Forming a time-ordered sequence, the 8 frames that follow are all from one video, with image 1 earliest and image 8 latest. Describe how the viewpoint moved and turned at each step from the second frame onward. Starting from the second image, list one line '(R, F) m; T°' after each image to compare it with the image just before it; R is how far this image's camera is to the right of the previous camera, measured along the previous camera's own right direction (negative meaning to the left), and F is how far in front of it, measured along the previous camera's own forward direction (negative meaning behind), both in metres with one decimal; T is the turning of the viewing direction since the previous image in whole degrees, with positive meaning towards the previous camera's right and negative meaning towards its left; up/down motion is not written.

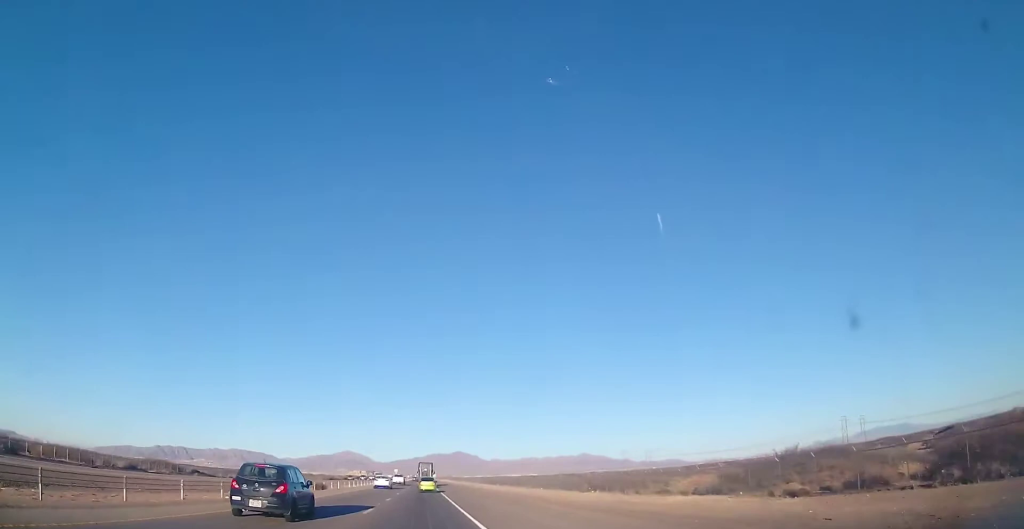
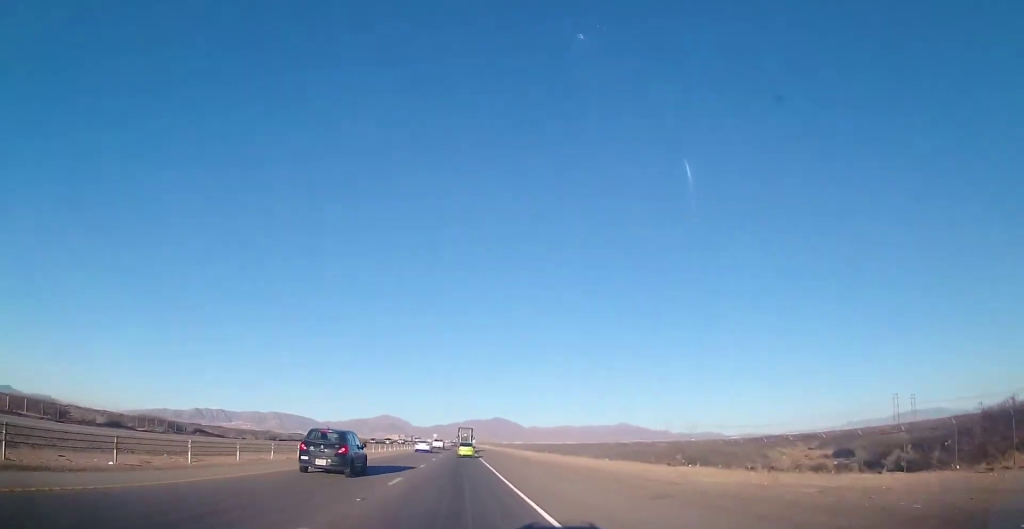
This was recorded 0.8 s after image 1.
(+0.3, +15.6) m; +1°
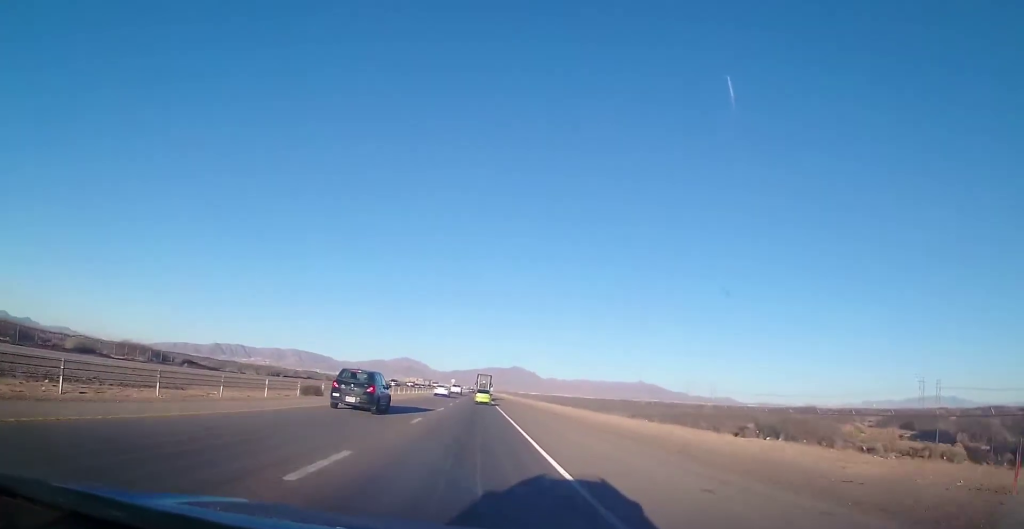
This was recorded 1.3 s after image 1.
(-0.1, +10.4) m; 0°
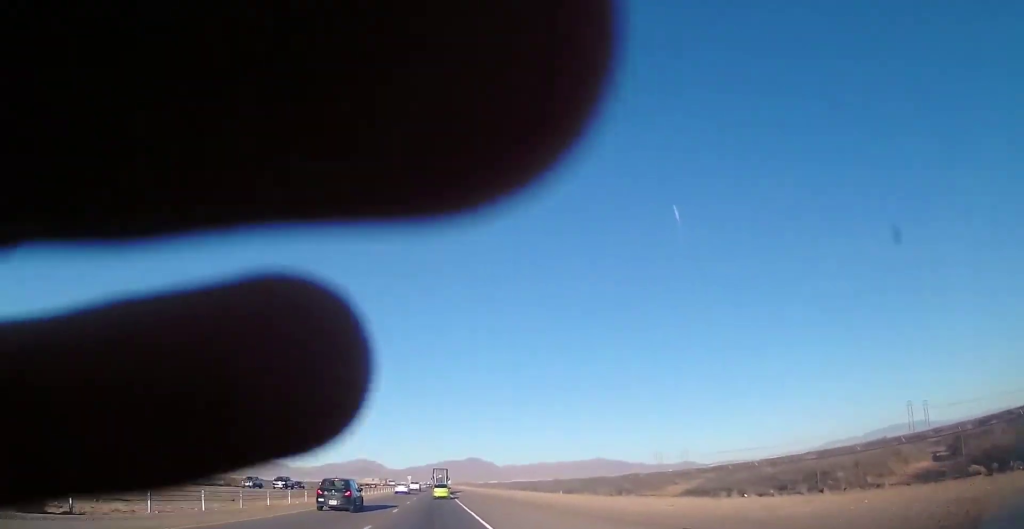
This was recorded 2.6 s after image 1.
(-0.1, +27.4) m; -1°
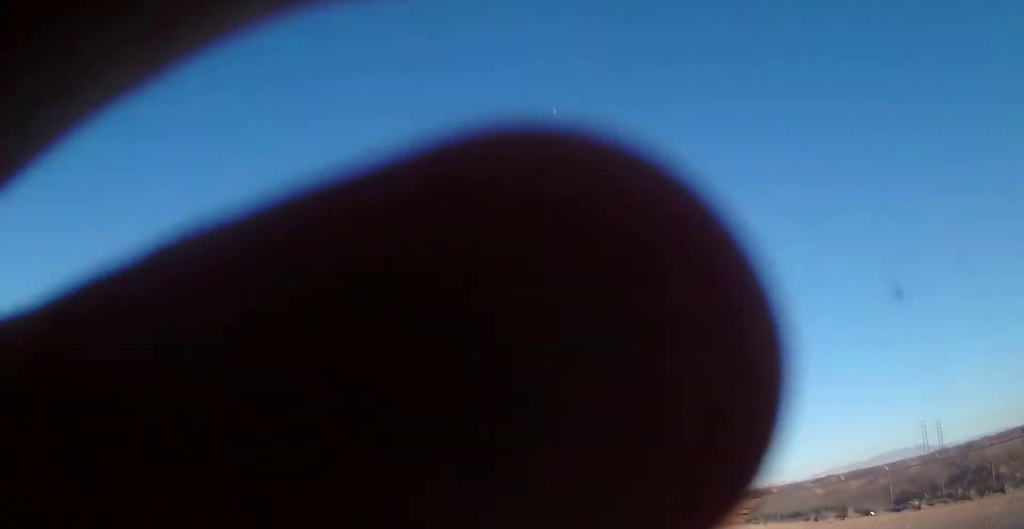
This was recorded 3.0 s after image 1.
(-0.1, +9.9) m; 0°
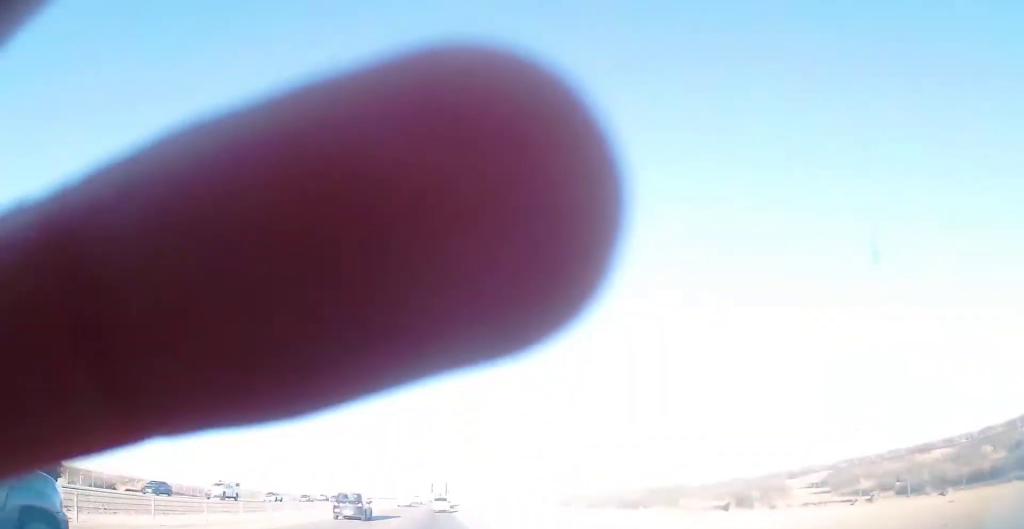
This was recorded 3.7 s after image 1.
(-0.3, +13.5) m; 0°
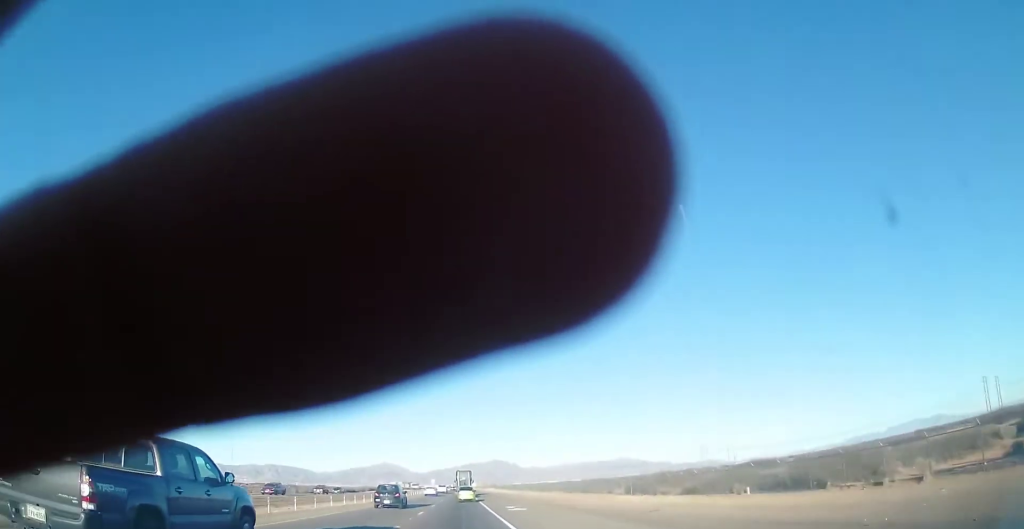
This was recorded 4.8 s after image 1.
(+0.6, +23.8) m; +1°
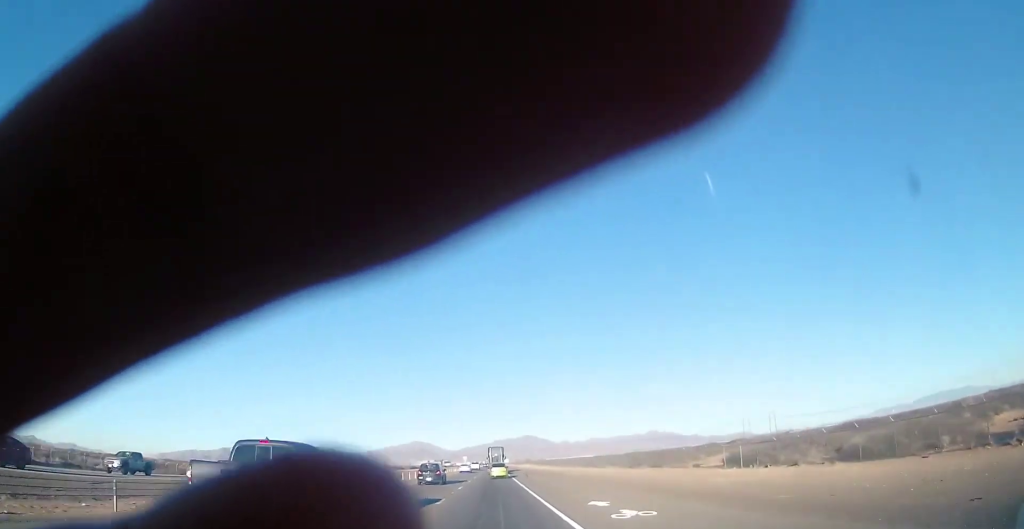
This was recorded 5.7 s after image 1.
(-0.2, +19.7) m; 0°
